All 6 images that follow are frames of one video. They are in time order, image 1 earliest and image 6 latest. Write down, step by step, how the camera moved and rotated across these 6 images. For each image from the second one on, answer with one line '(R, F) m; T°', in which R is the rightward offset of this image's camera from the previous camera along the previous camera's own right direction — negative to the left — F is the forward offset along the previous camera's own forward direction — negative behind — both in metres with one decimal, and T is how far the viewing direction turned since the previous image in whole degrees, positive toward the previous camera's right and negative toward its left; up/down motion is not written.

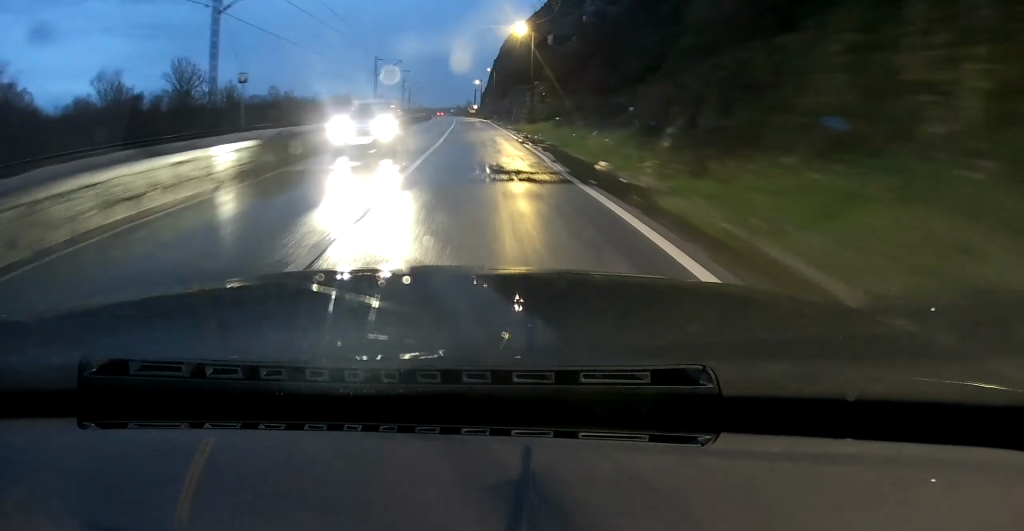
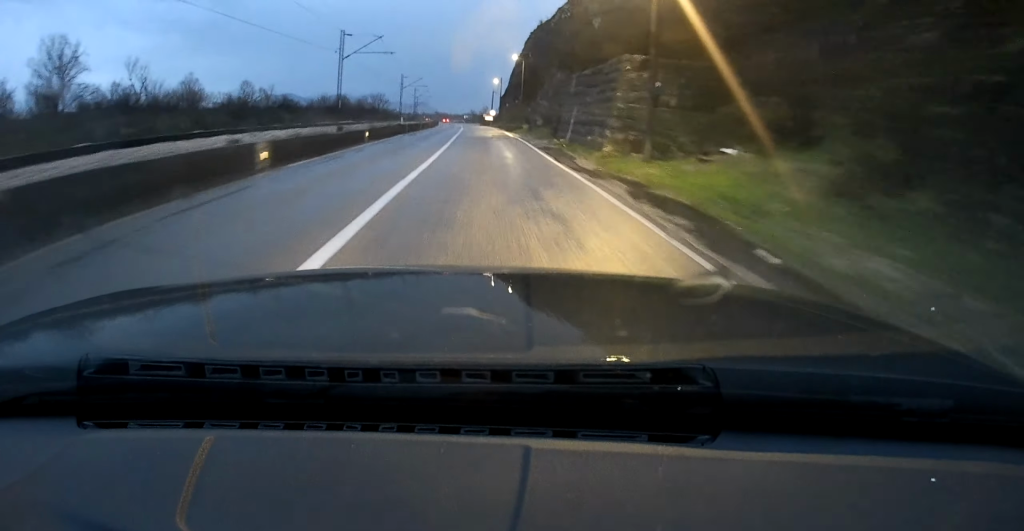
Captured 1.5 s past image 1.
(-0.5, +29.9) m; -1°
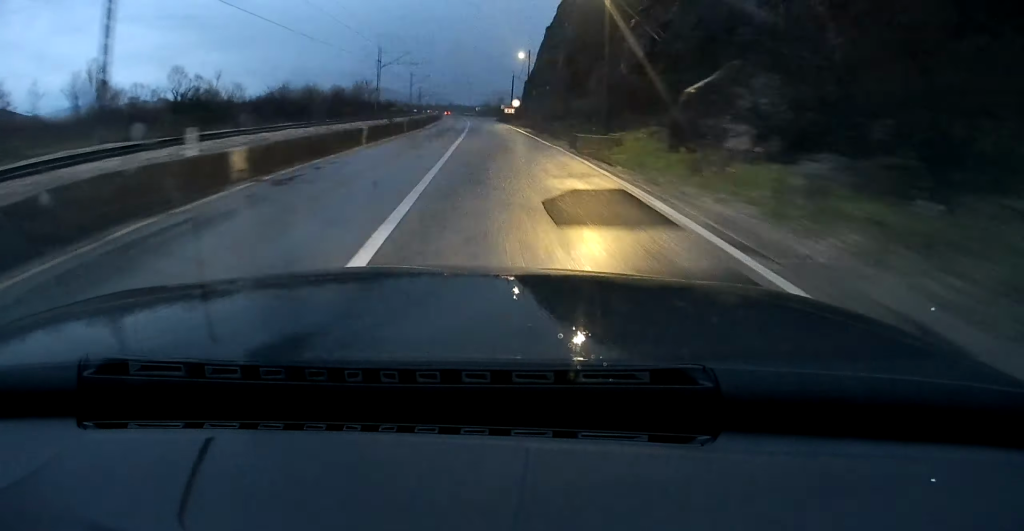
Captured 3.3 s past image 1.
(-0.4, +36.7) m; -1°
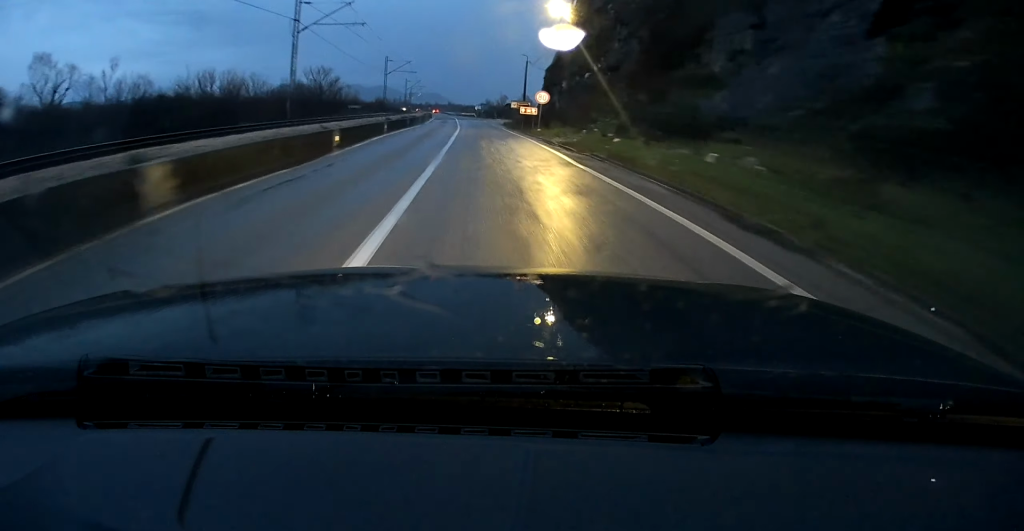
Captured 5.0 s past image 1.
(-0.2, +33.1) m; 0°
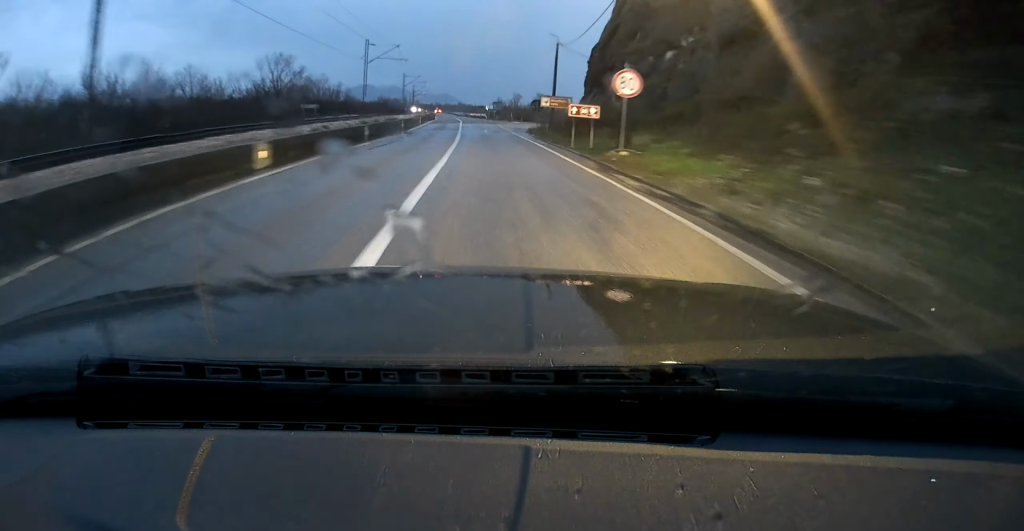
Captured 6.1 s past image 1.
(0.0, +22.6) m; 0°
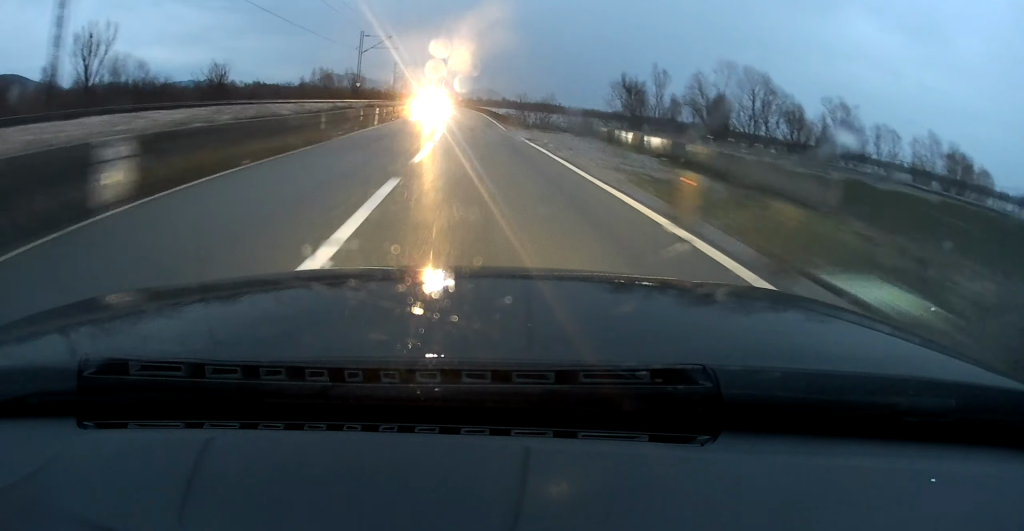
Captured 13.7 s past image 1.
(-7.4, +162.5) m; -5°
